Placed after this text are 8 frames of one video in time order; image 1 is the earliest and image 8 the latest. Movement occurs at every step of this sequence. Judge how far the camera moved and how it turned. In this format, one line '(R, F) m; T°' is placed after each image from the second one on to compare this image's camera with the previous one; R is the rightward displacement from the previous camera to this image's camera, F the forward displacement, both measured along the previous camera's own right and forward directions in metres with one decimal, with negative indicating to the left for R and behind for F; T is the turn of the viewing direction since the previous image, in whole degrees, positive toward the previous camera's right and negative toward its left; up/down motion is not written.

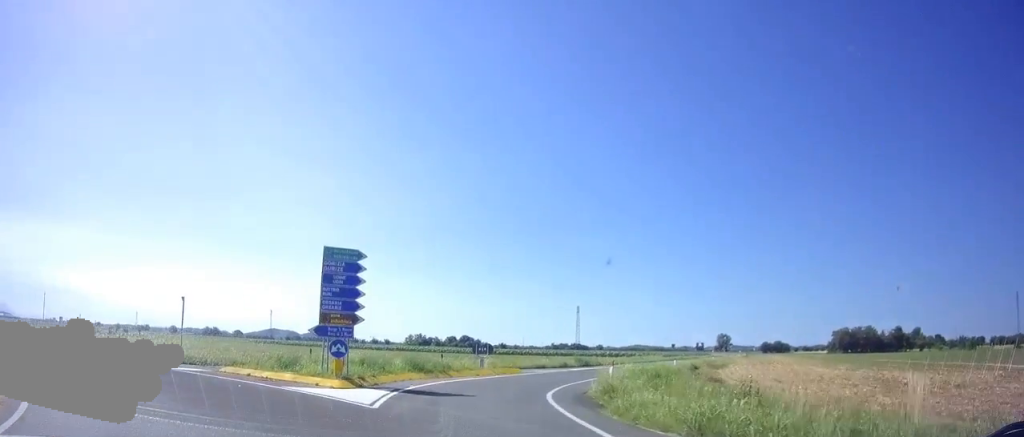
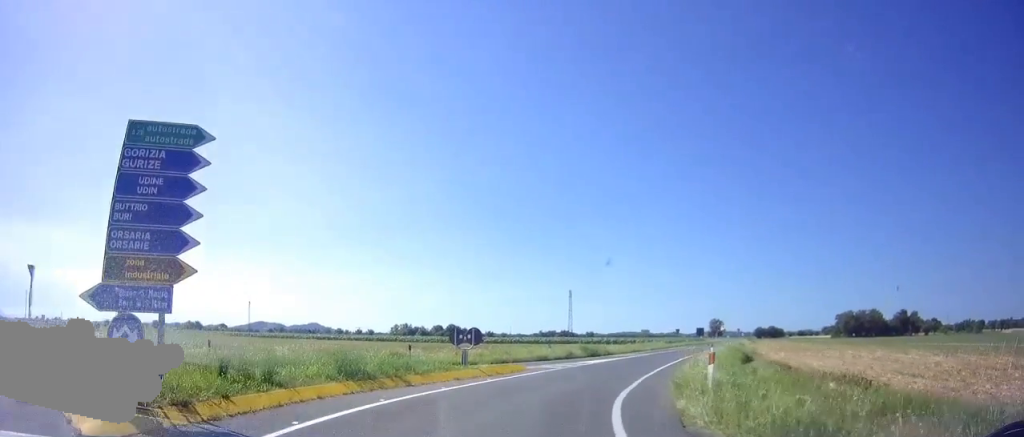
(+0.4, +10.5) m; +8°
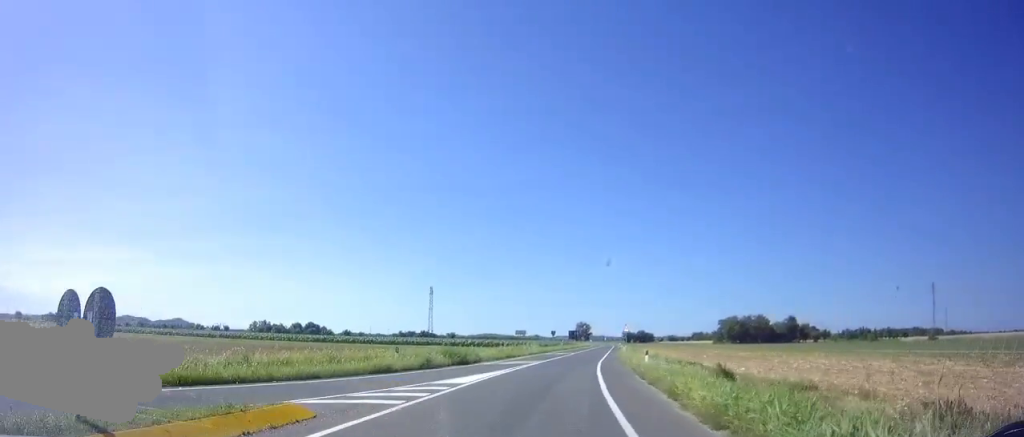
(+1.6, +13.4) m; +11°
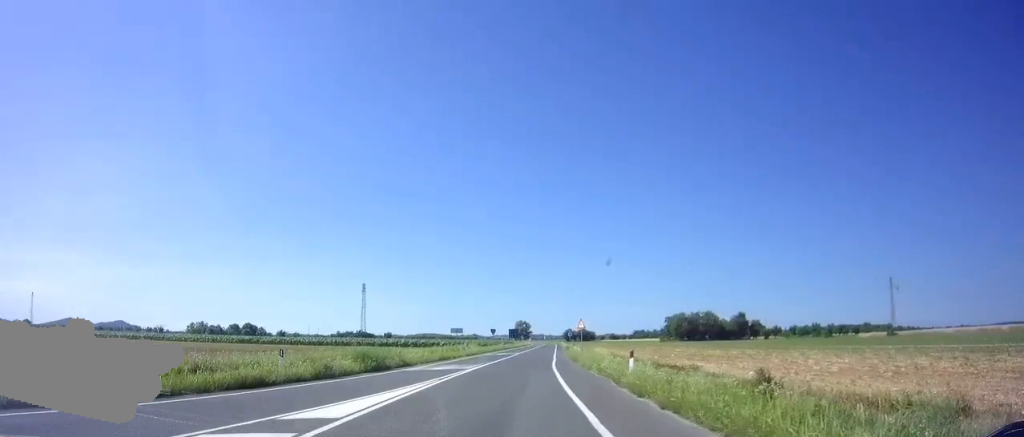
(+0.4, +7.3) m; +3°
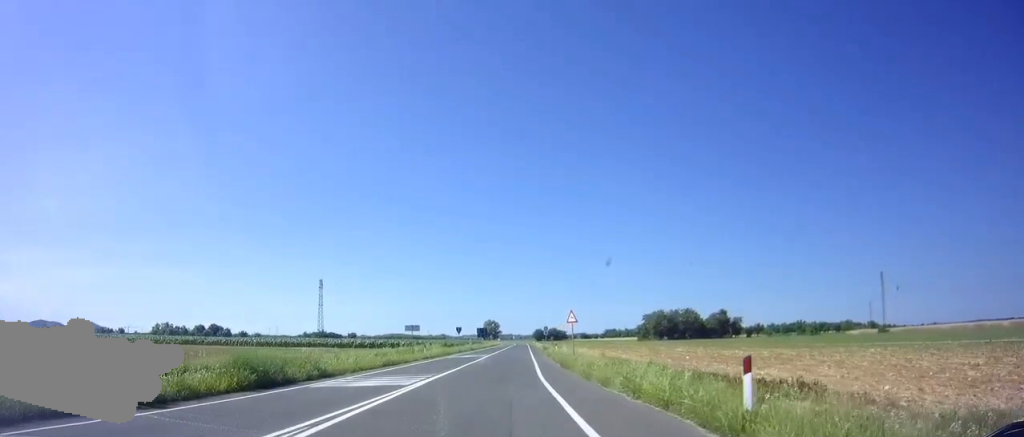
(+0.2, +9.3) m; +2°
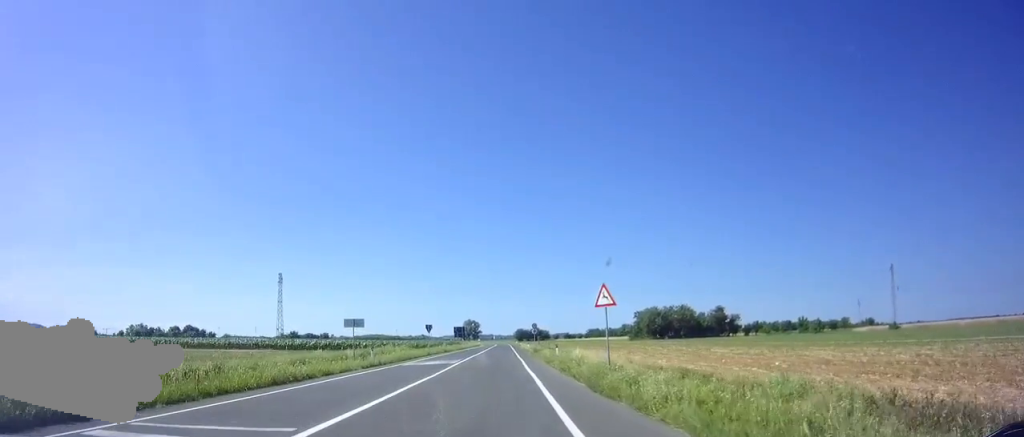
(+0.2, +13.1) m; +2°
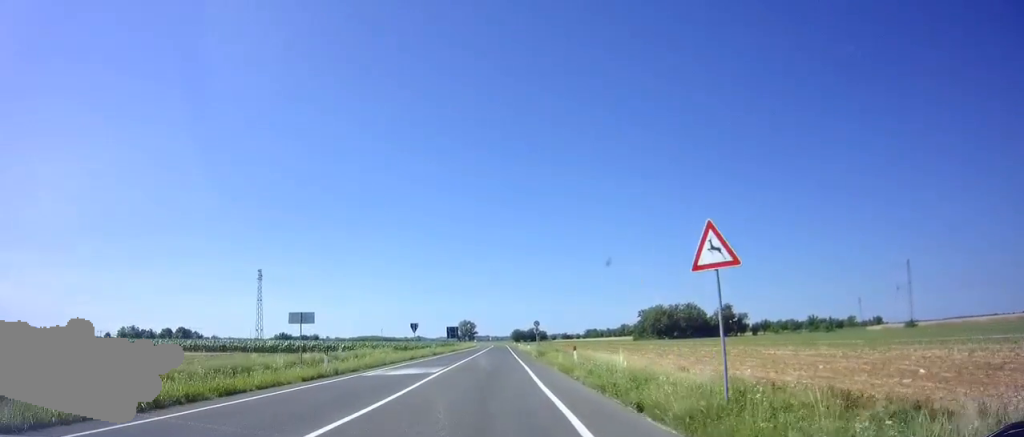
(0.0, +7.9) m; +1°
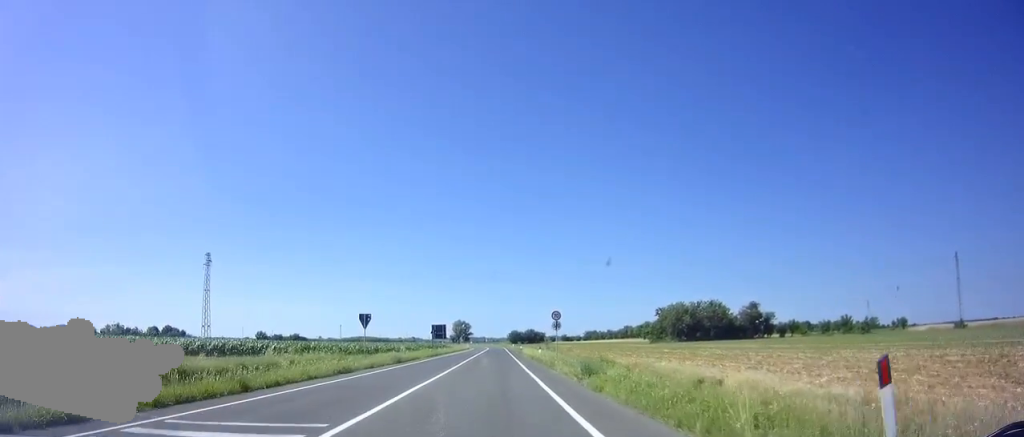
(+0.1, +18.7) m; 0°
